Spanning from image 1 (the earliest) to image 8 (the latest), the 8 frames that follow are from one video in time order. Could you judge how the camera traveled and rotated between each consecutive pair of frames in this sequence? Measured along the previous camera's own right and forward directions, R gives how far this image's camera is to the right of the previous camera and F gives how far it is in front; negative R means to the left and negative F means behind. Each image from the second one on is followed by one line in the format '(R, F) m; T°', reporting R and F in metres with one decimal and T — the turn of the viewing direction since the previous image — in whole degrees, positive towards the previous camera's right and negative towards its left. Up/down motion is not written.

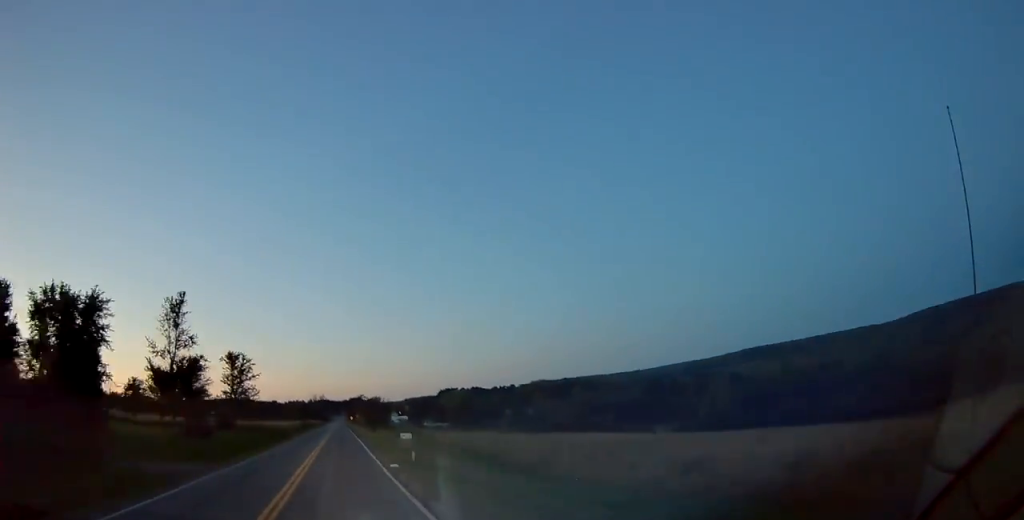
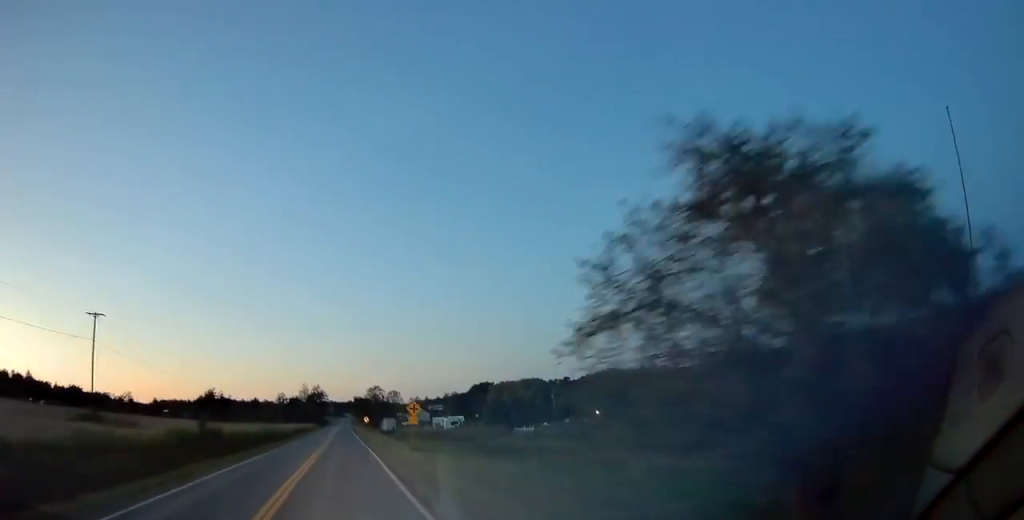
(-0.4, +110.3) m; 0°
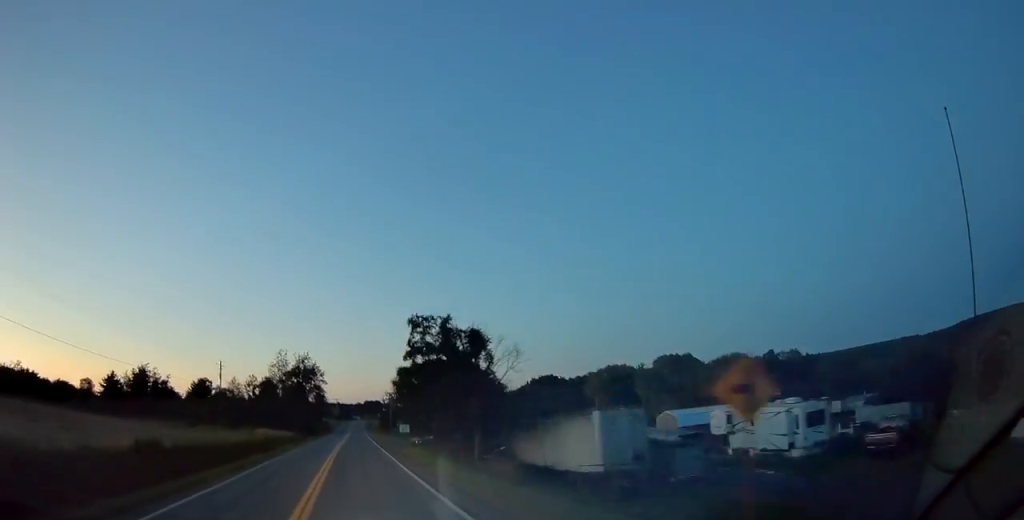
(-0.4, +103.5) m; 0°
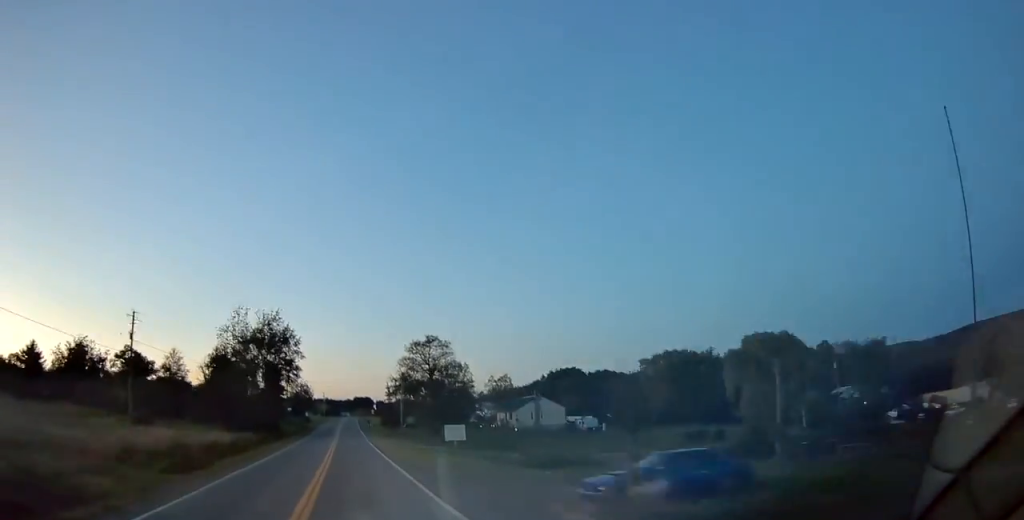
(-0.2, +39.2) m; 0°
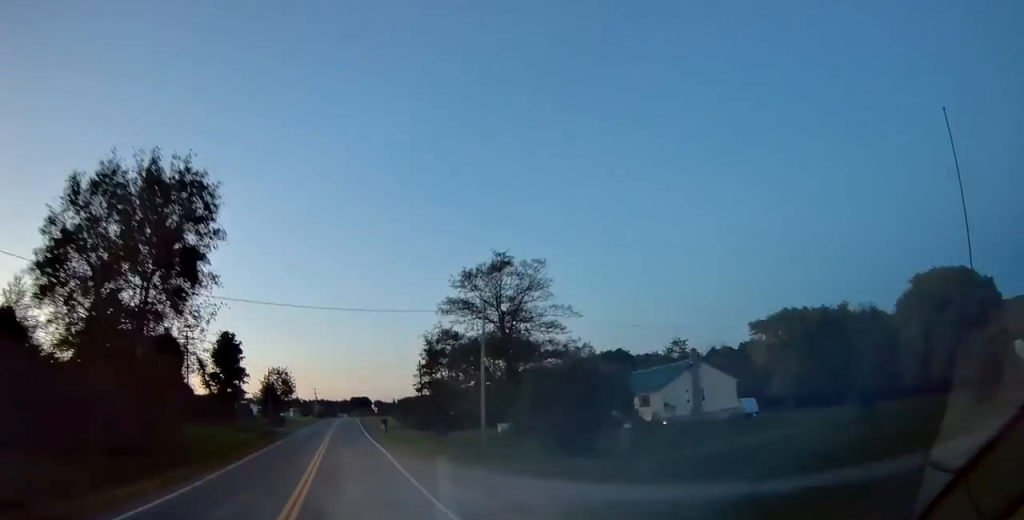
(+0.5, +44.7) m; +1°
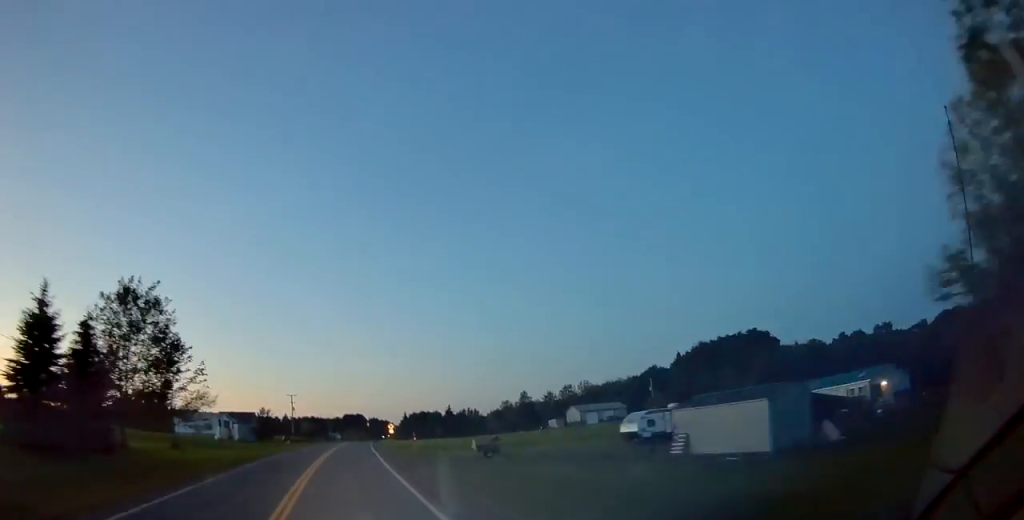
(+0.8, +74.2) m; +2°
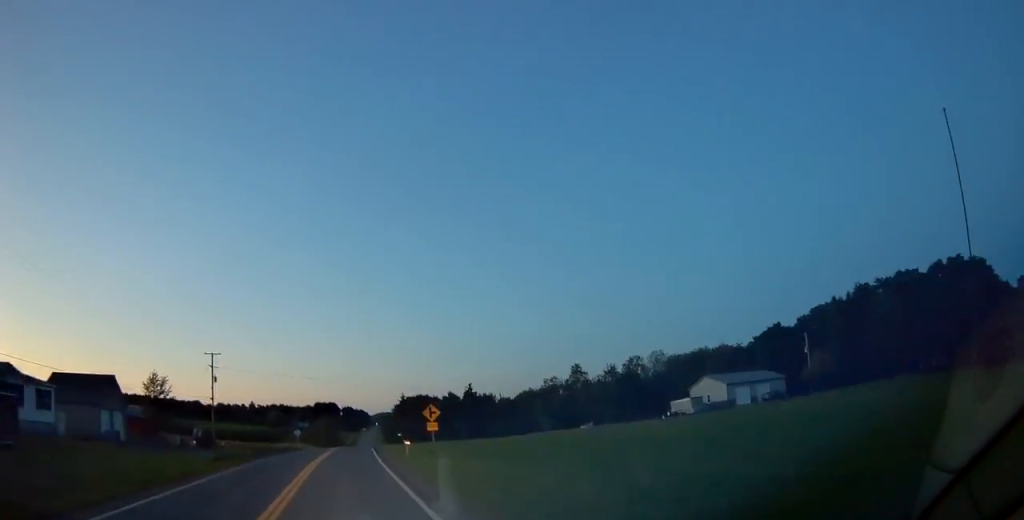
(+0.5, +65.2) m; +2°
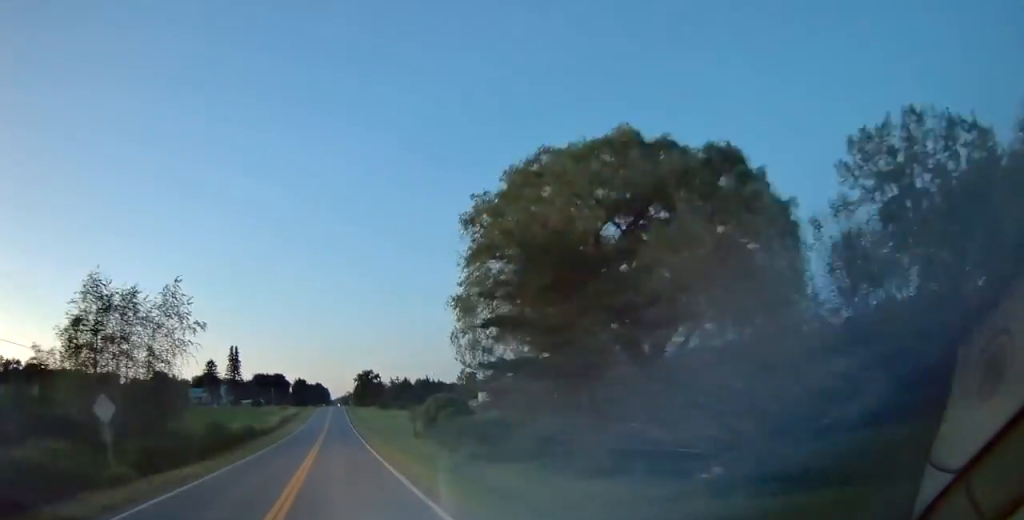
(+8.0, +185.4) m; +3°
